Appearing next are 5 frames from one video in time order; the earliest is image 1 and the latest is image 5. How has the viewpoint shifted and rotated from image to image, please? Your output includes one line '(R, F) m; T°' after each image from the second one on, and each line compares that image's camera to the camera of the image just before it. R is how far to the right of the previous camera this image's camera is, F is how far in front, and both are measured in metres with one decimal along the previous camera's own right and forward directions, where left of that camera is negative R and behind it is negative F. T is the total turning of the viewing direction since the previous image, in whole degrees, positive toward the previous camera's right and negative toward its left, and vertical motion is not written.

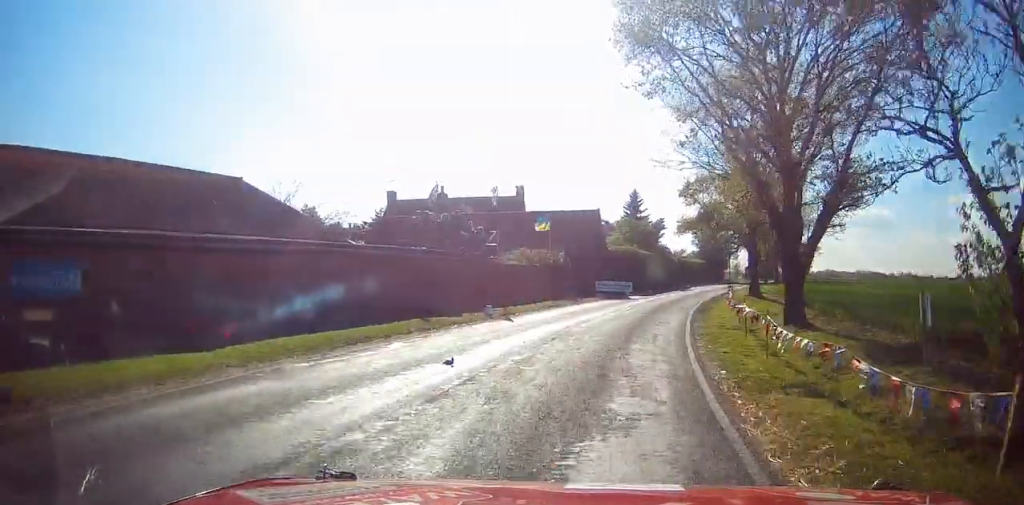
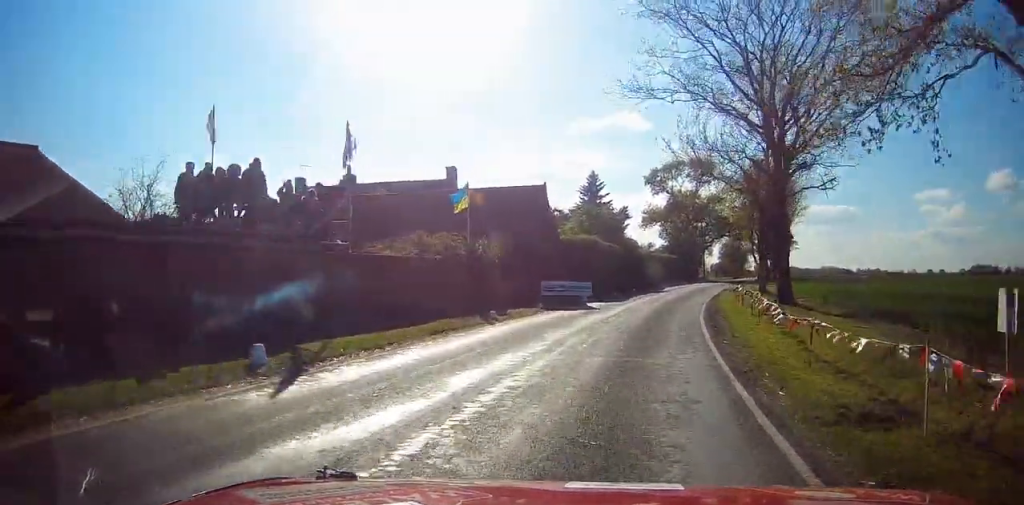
(-1.0, +9.8) m; -3°
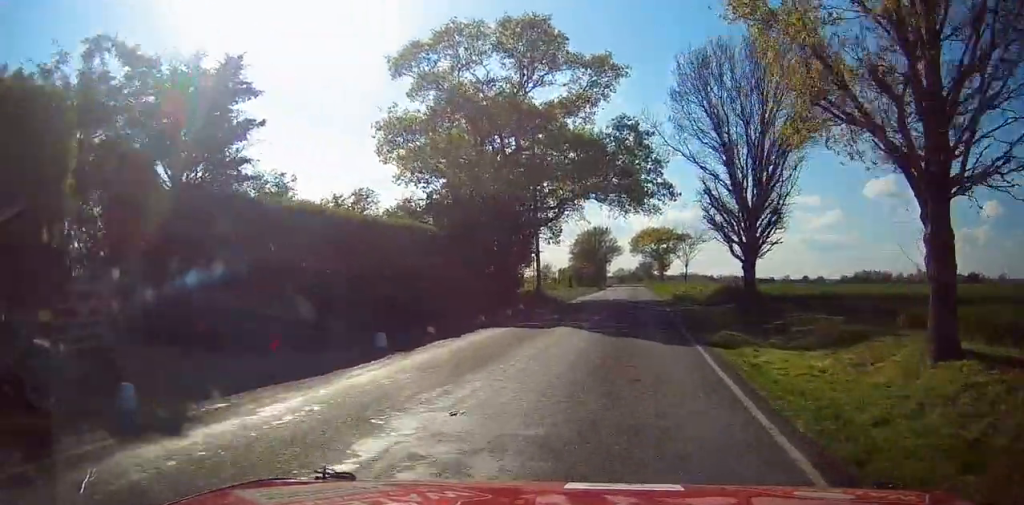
(+6.2, +46.3) m; +13°
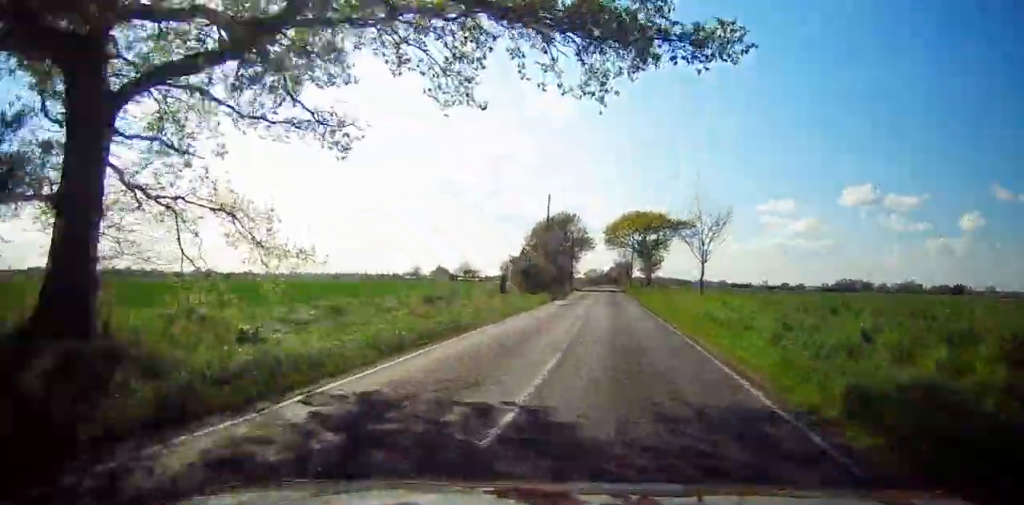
(+0.5, +29.3) m; +1°
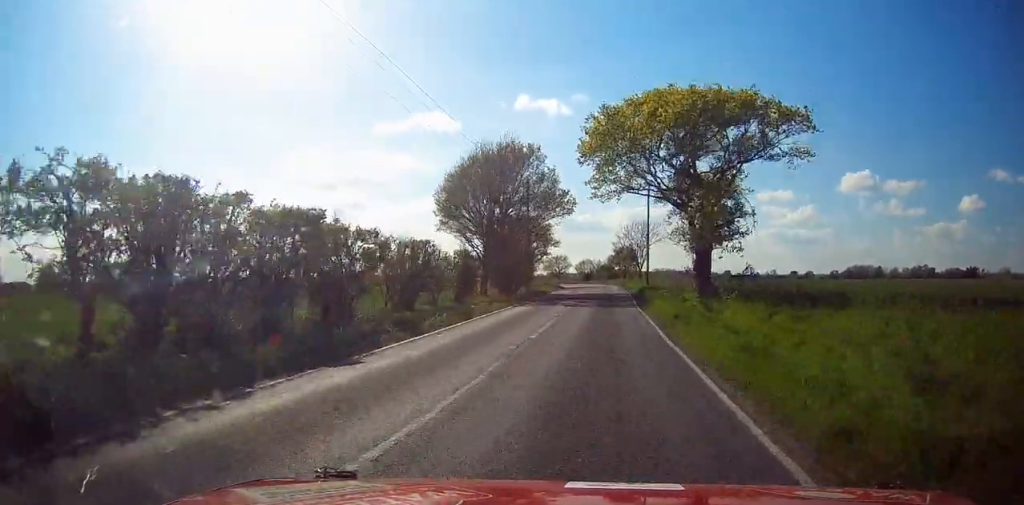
(+0.5, +45.8) m; +2°
